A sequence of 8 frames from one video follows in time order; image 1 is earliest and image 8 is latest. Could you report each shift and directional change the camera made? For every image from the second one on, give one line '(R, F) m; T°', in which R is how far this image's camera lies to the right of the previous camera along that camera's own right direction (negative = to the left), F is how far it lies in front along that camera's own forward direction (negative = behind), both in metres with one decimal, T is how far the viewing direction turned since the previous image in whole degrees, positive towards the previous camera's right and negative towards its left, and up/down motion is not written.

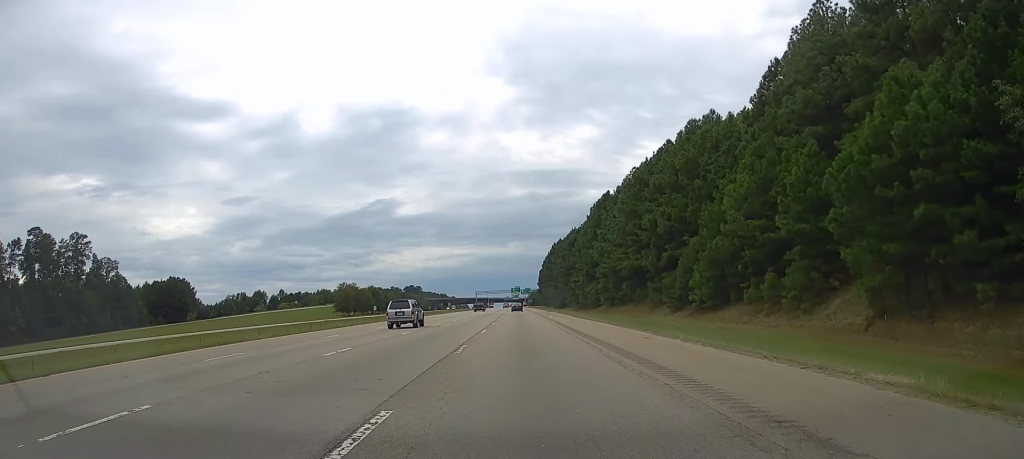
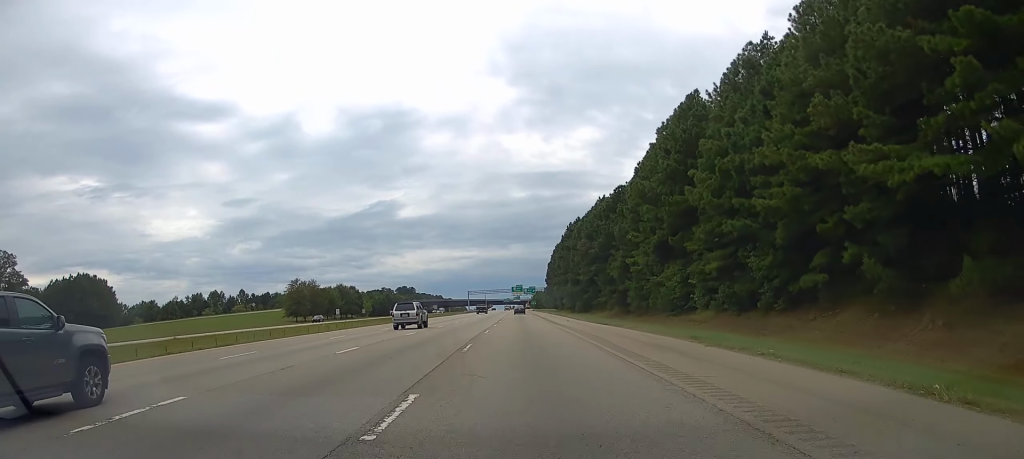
(-0.3, +60.2) m; 0°
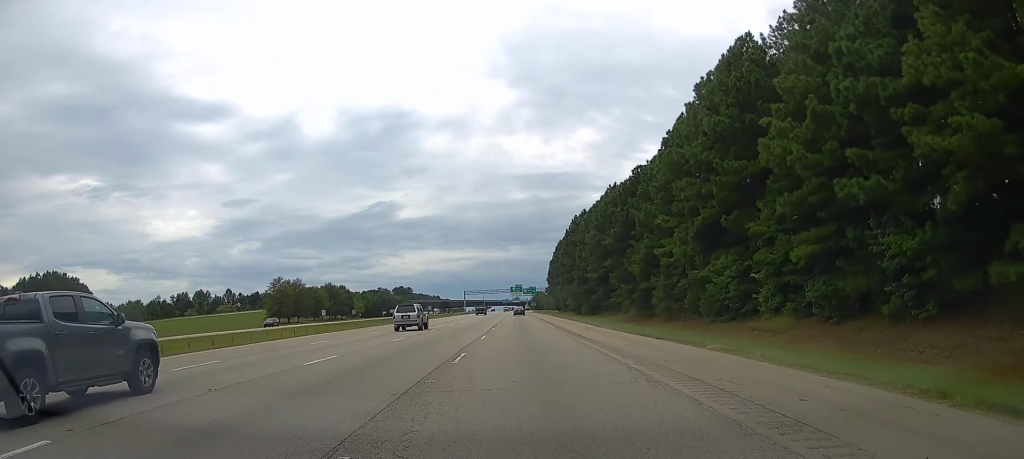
(0.0, +15.3) m; 0°
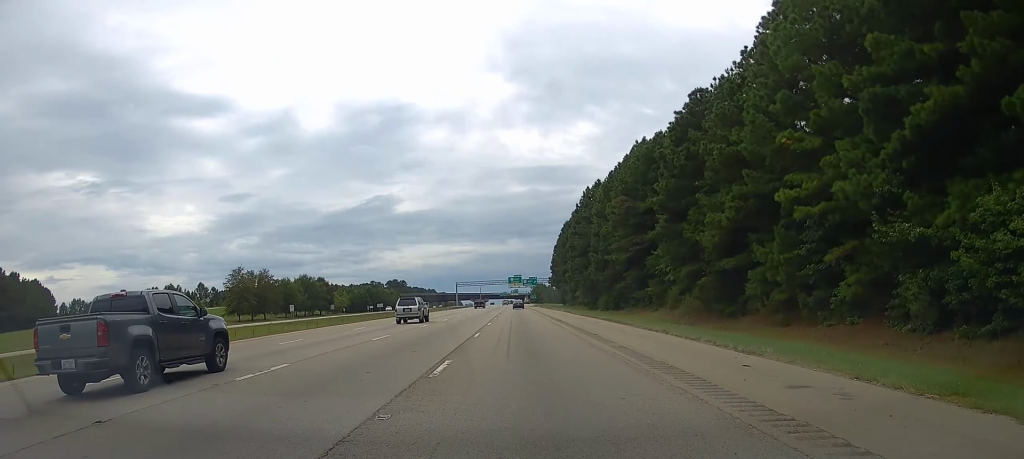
(0.0, +28.2) m; 0°
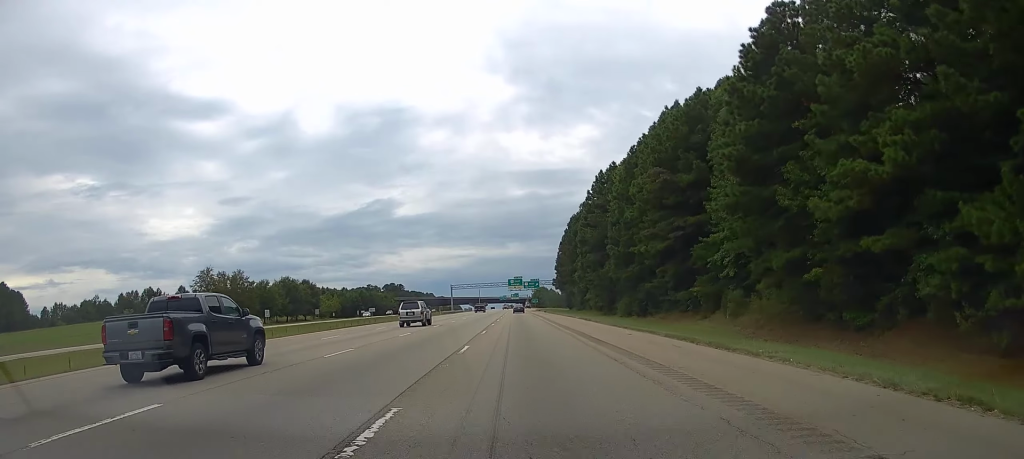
(0.0, +18.4) m; 0°
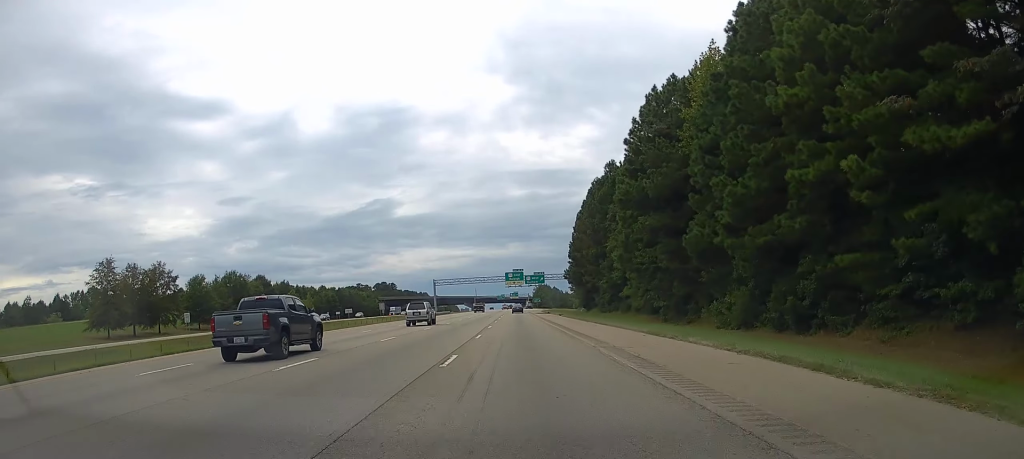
(+0.1, +40.7) m; 0°
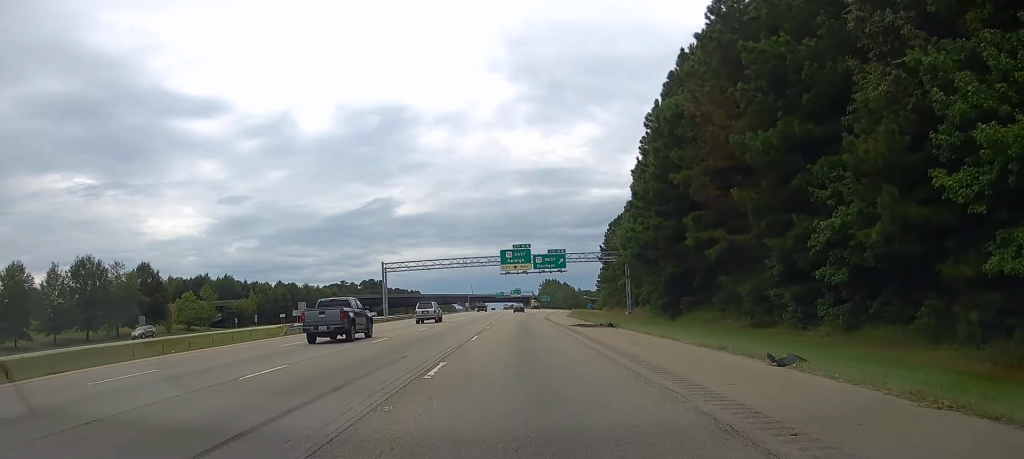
(+0.1, +63.1) m; 0°
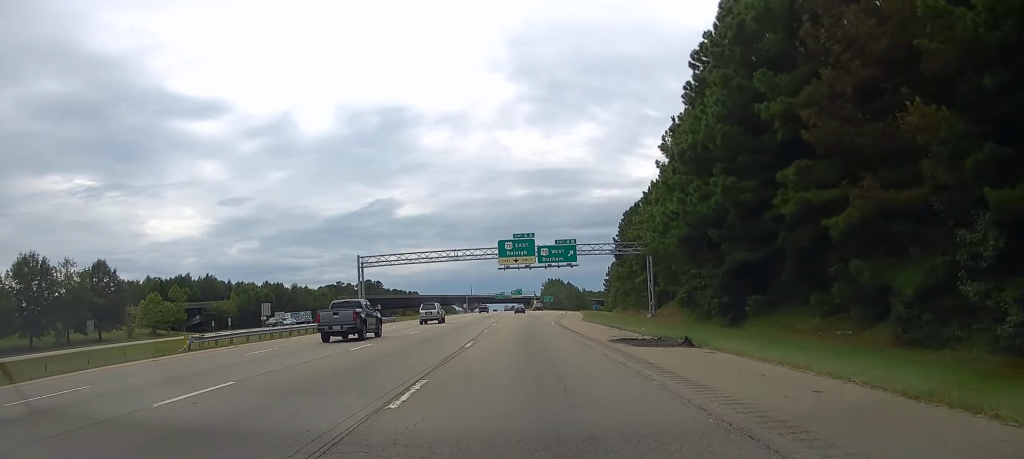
(+0.1, +15.7) m; 0°
